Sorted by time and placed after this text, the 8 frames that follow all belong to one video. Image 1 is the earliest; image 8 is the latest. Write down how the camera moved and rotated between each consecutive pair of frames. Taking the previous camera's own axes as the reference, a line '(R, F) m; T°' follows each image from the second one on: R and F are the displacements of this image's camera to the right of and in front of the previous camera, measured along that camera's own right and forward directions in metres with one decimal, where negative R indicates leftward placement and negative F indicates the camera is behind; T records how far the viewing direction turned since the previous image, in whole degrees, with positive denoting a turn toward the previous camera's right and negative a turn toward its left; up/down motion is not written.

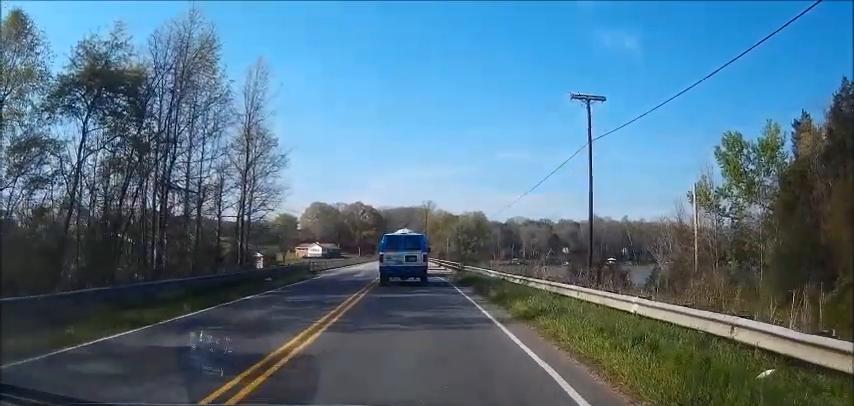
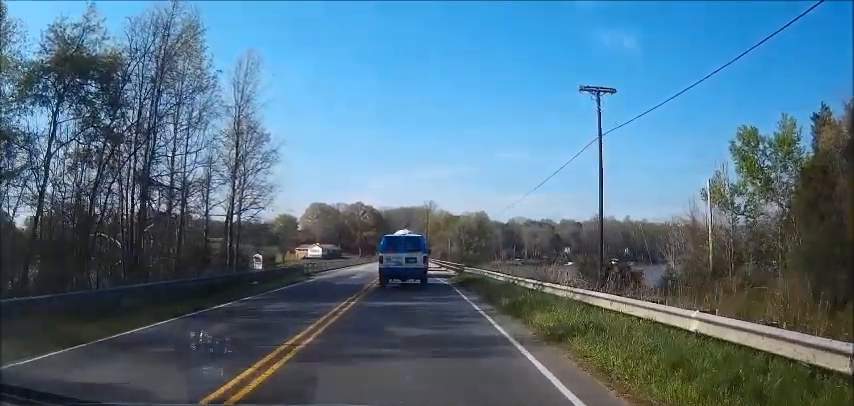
(0.0, +3.0) m; 0°
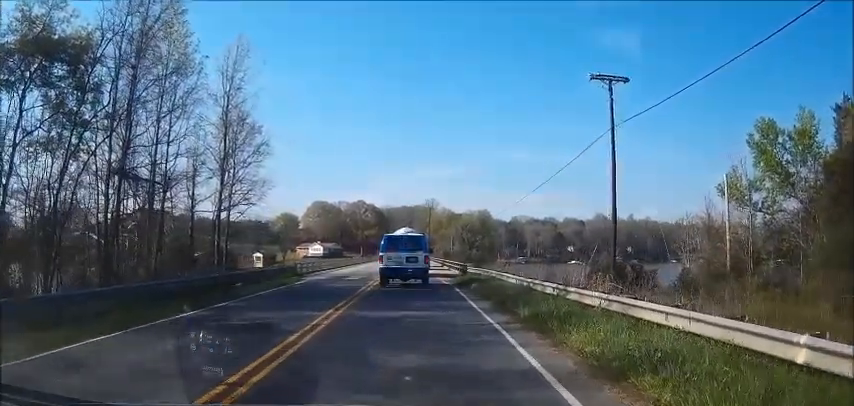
(0.0, +3.1) m; +1°
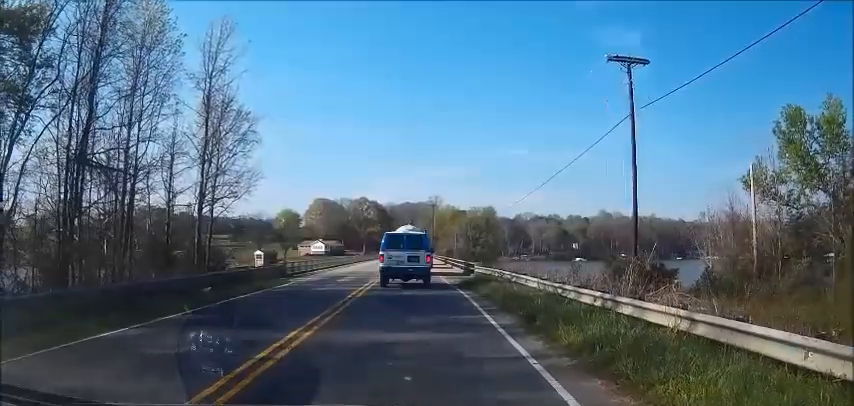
(0.0, +4.1) m; 0°
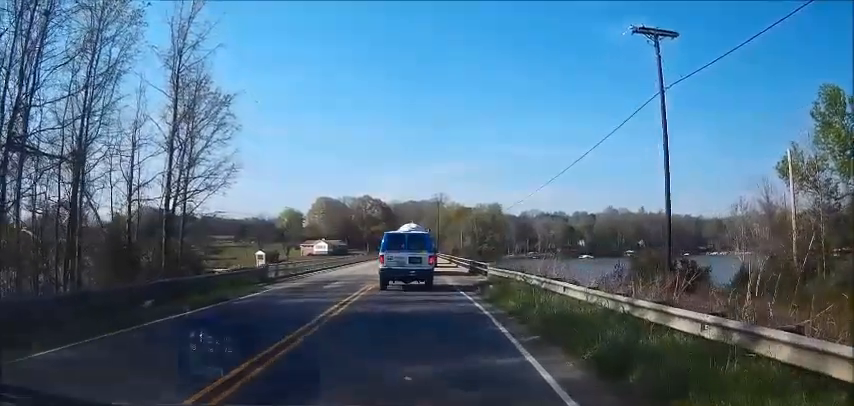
(-0.1, +5.4) m; -1°
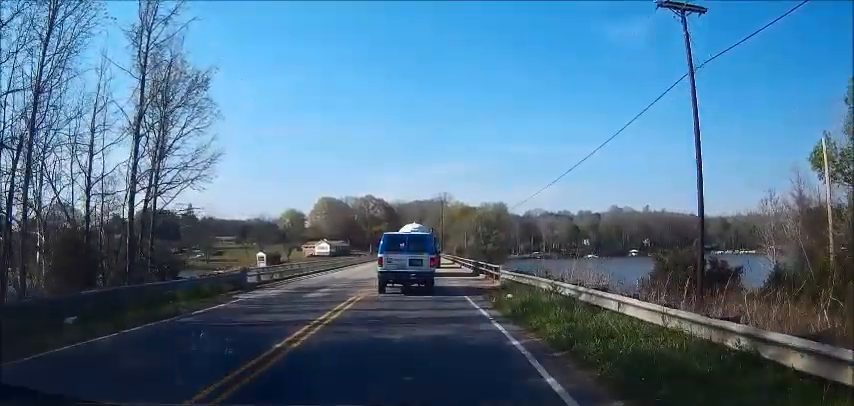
(0.0, +4.4) m; 0°
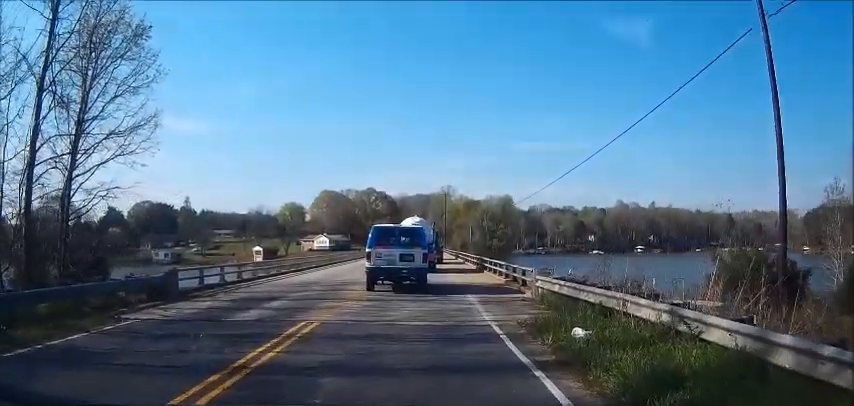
(-0.1, +8.2) m; 0°
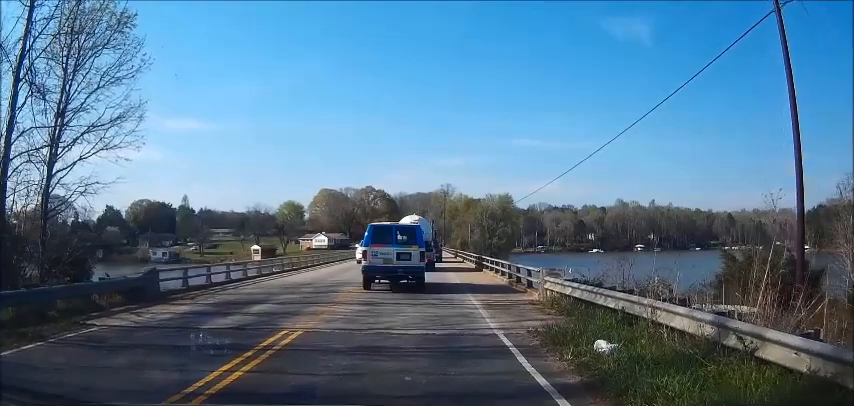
(0.0, +1.5) m; +1°
